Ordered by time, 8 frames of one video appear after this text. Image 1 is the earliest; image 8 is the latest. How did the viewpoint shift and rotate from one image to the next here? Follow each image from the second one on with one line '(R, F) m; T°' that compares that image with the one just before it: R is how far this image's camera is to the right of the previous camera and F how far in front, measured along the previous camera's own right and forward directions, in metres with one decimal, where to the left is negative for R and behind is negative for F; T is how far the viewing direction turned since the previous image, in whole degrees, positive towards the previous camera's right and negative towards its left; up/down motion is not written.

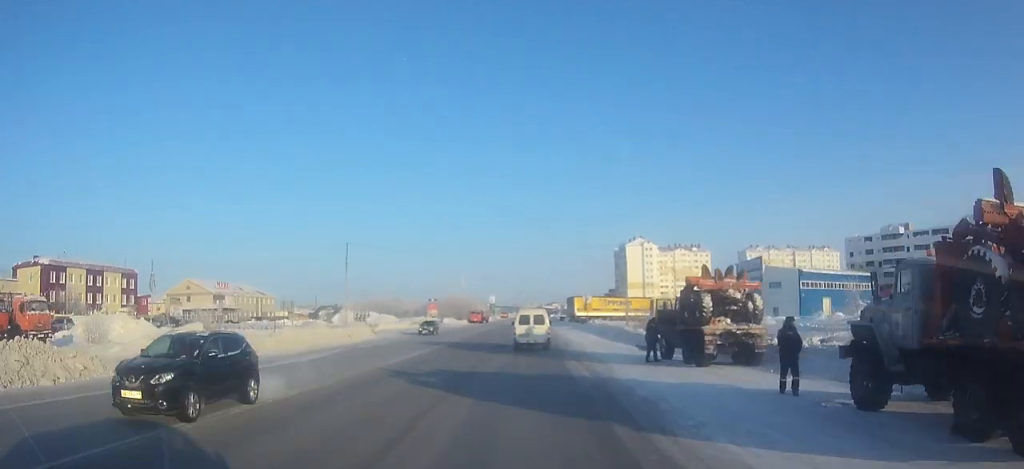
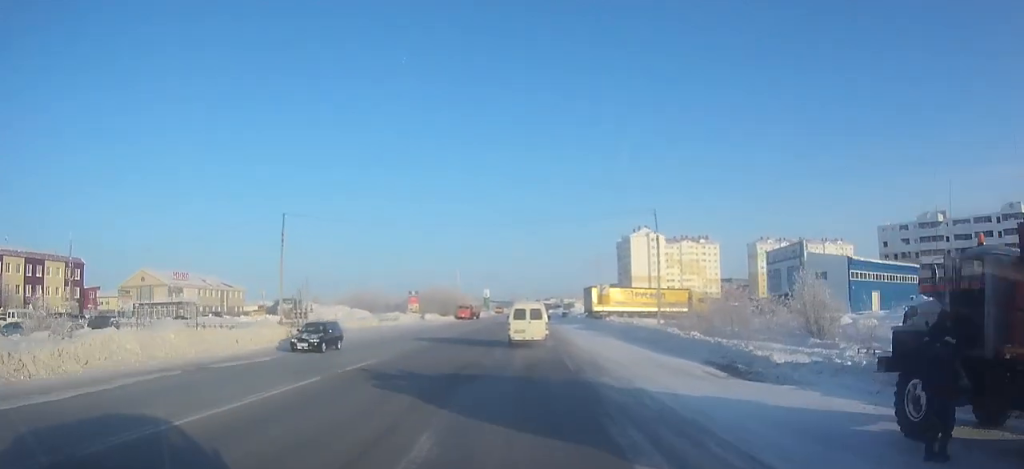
(-0.1, +18.9) m; -1°
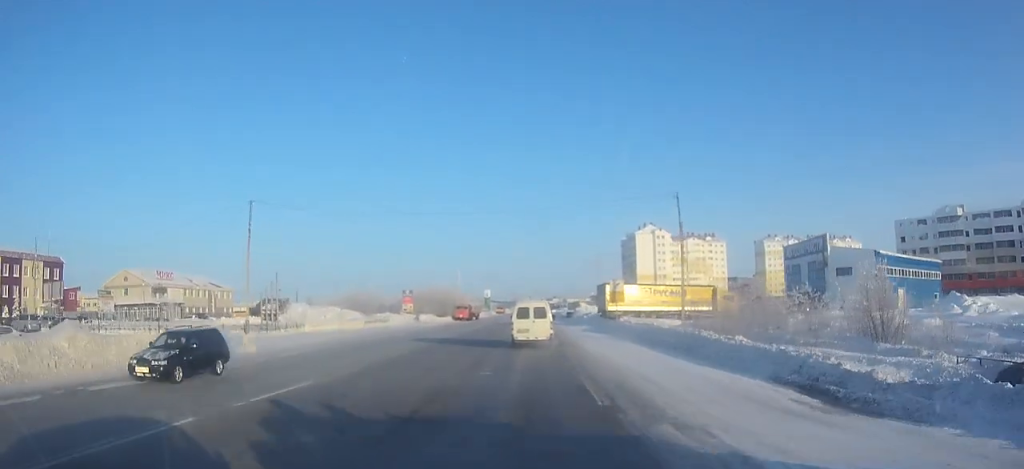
(-0.1, +7.4) m; -1°
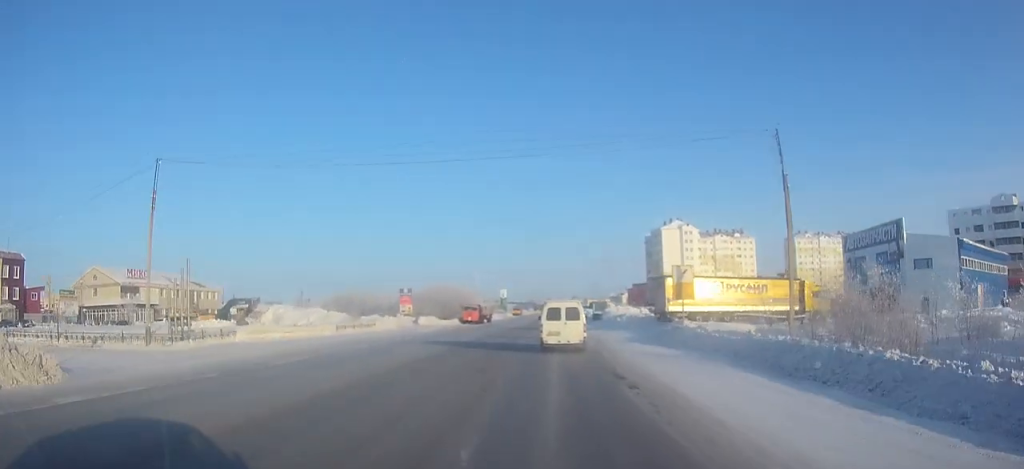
(-0.2, +16.4) m; -1°
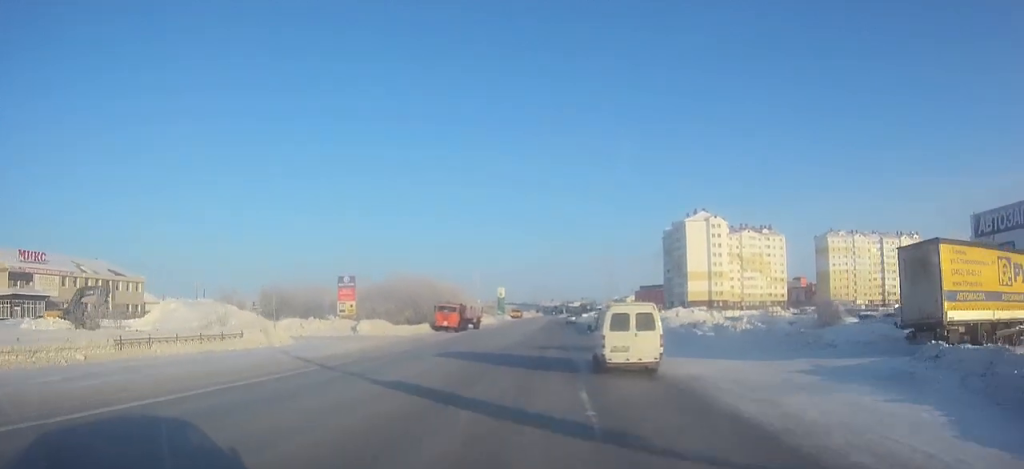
(+0.6, +32.3) m; +2°
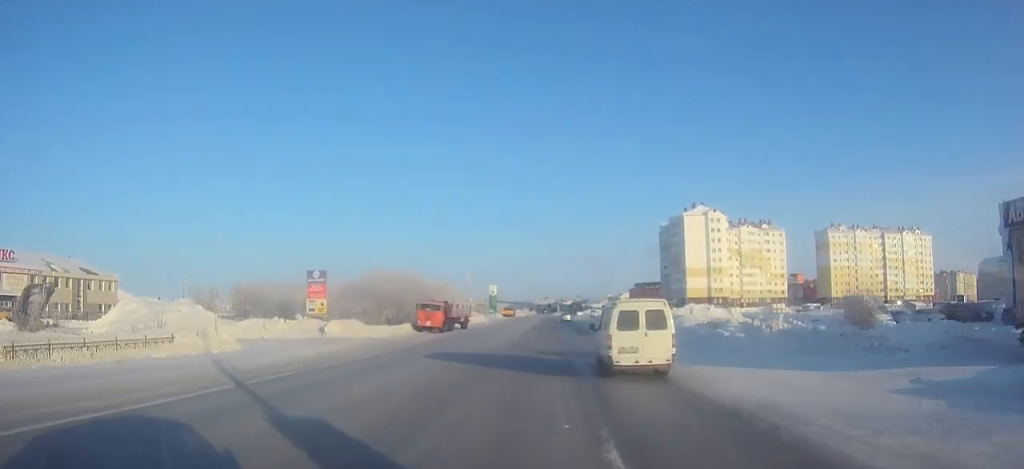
(0.0, +6.8) m; 0°
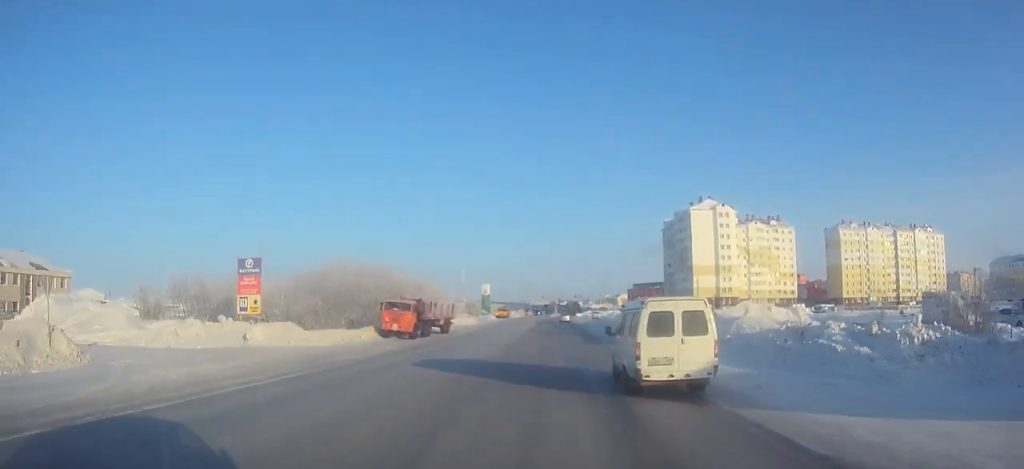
(0.0, +12.8) m; 0°
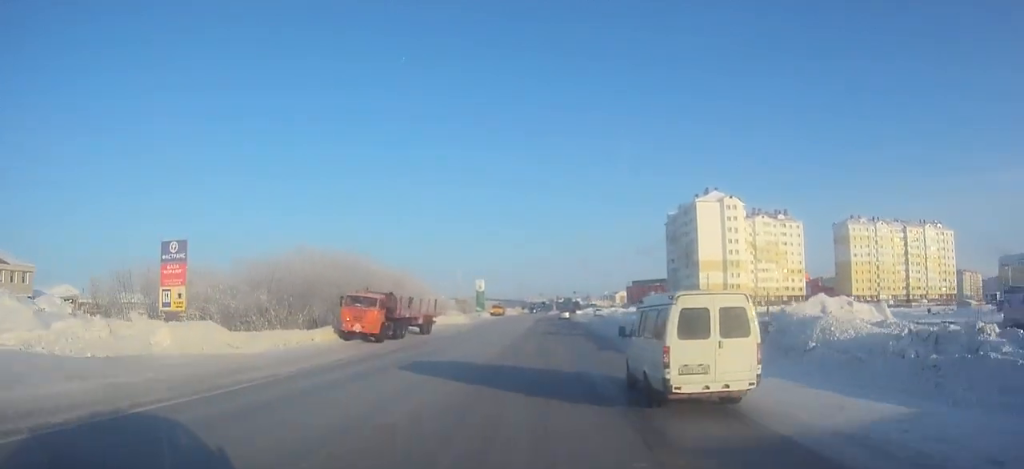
(0.0, +9.4) m; 0°
